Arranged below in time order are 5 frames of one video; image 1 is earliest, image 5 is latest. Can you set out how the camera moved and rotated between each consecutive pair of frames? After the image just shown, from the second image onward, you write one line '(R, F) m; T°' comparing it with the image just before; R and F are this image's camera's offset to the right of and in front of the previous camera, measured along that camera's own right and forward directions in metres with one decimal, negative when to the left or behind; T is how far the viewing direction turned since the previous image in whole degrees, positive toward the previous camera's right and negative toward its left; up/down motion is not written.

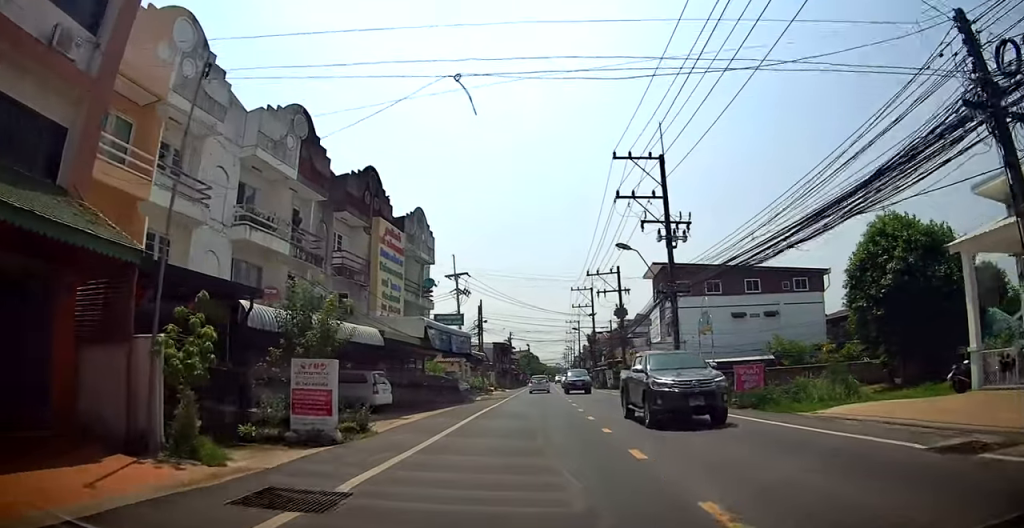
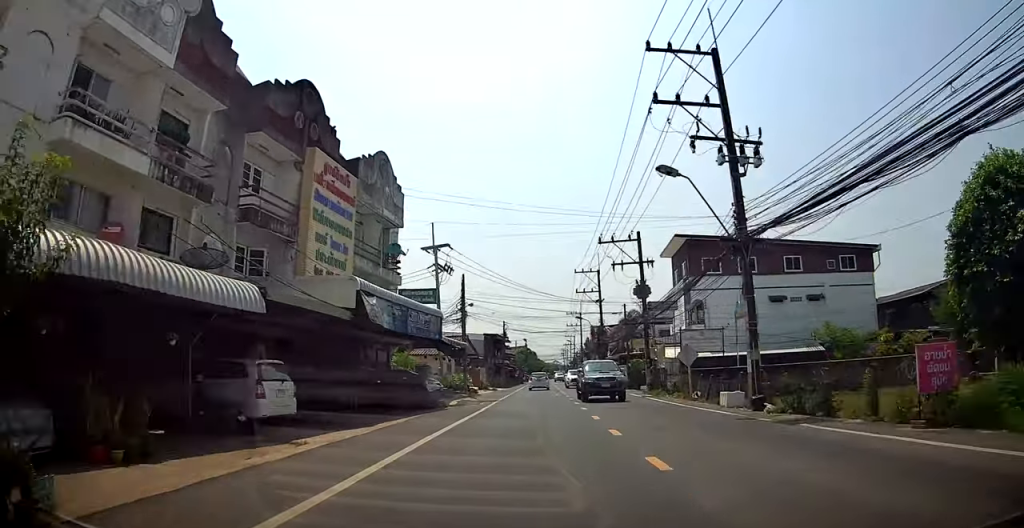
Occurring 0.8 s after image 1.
(+0.1, +9.6) m; 0°
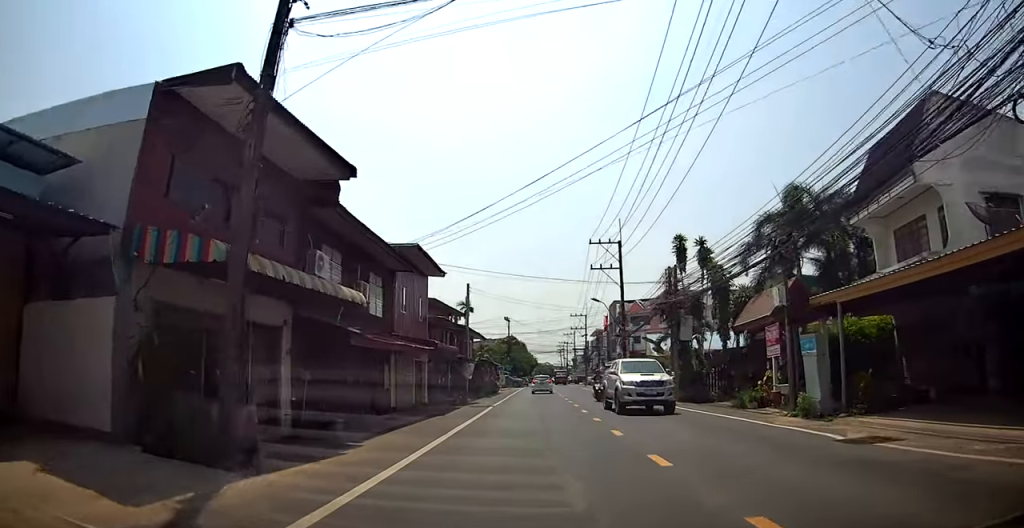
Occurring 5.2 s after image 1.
(+0.1, +53.0) m; -1°
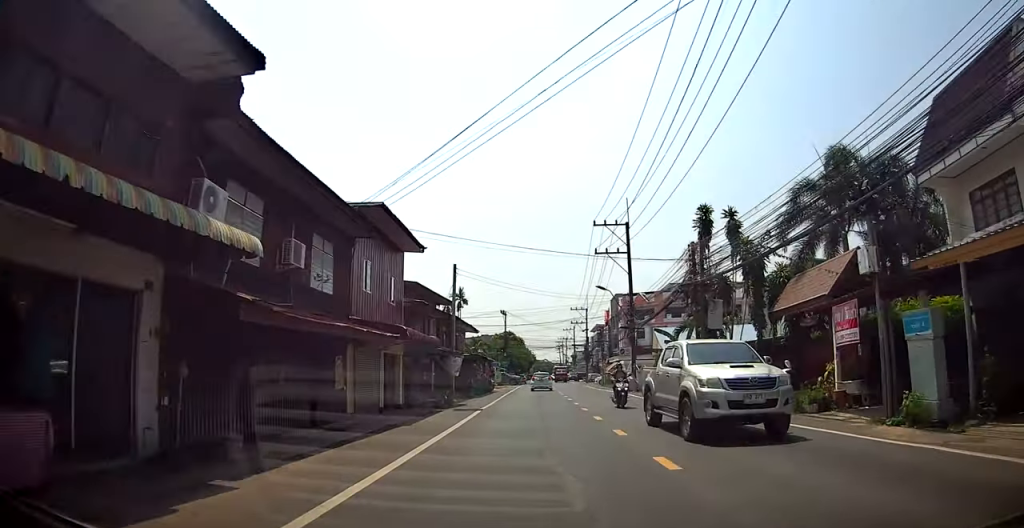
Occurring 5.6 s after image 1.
(0.0, +4.7) m; 0°
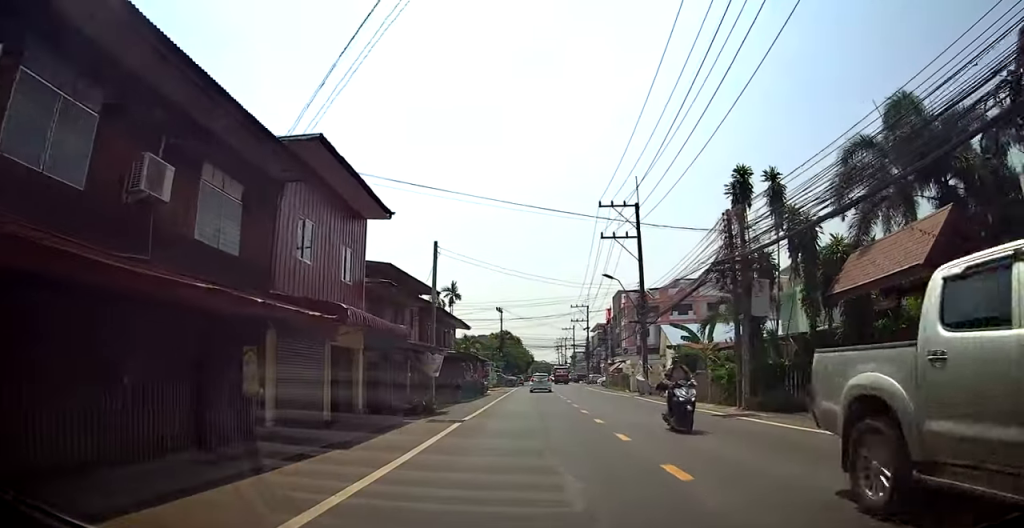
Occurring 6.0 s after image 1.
(0.0, +4.9) m; 0°
